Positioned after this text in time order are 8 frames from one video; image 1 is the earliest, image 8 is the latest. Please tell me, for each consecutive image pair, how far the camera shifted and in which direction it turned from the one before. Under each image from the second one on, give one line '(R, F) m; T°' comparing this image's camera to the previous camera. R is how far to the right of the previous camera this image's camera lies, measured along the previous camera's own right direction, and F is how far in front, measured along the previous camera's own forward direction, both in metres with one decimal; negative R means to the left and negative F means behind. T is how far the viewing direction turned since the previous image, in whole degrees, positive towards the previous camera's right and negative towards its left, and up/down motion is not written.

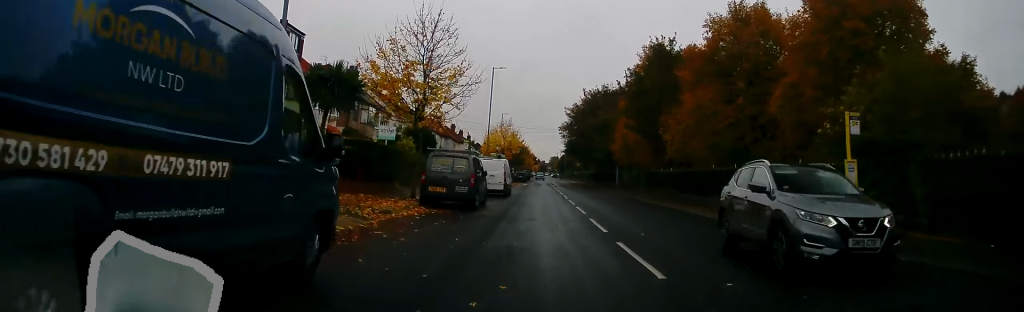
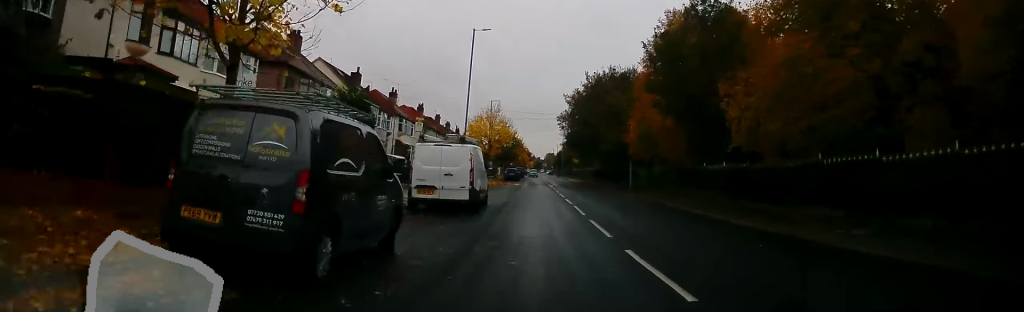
(+0.5, +13.4) m; +1°
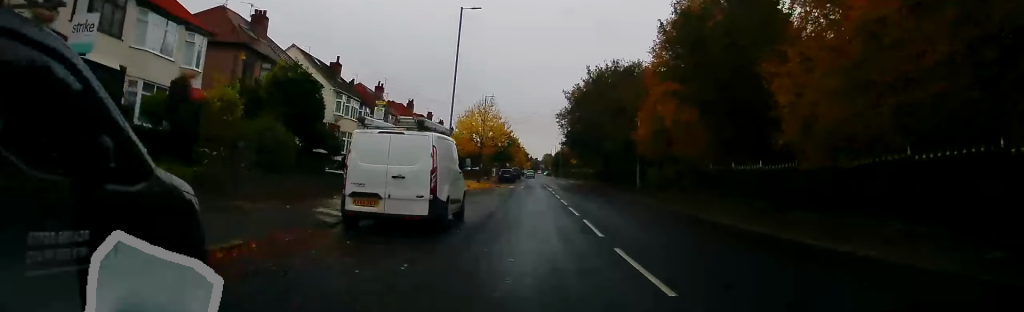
(-0.1, +5.5) m; -1°
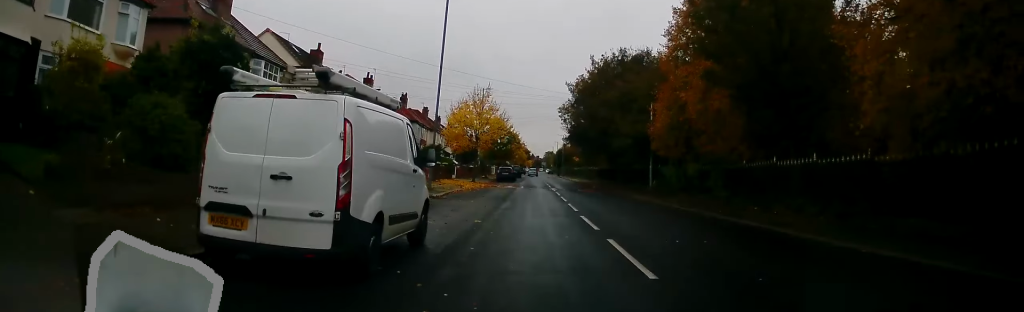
(-0.1, +5.2) m; 0°
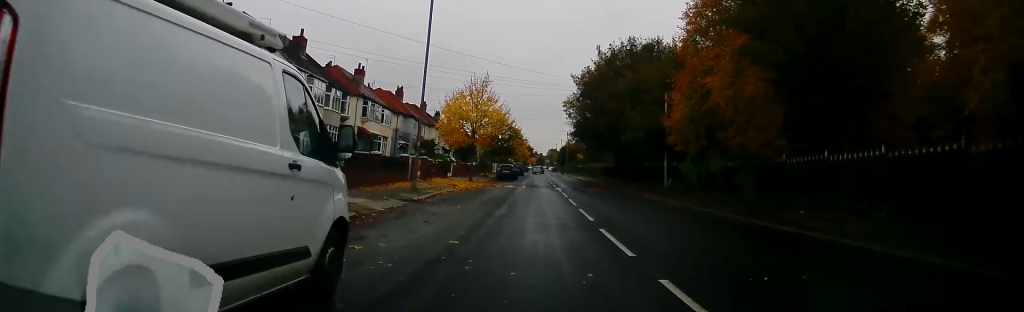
(+0.1, +4.4) m; +1°
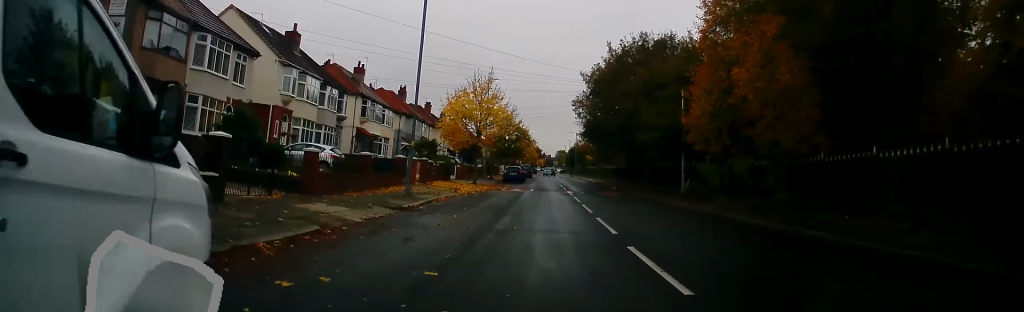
(0.0, +2.9) m; 0°
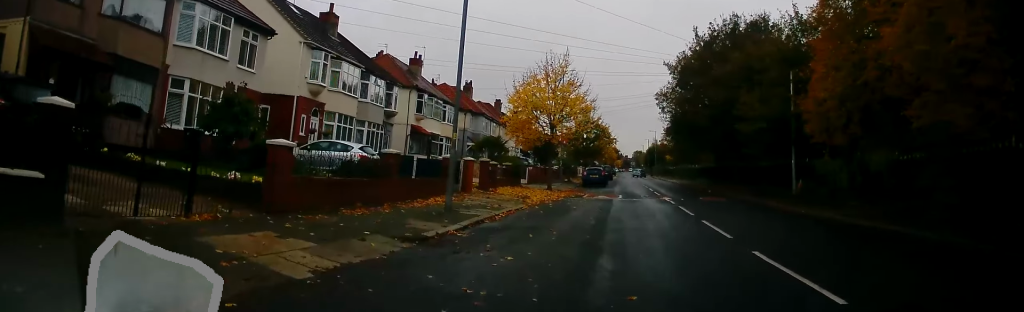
(-0.3, +7.3) m; -6°
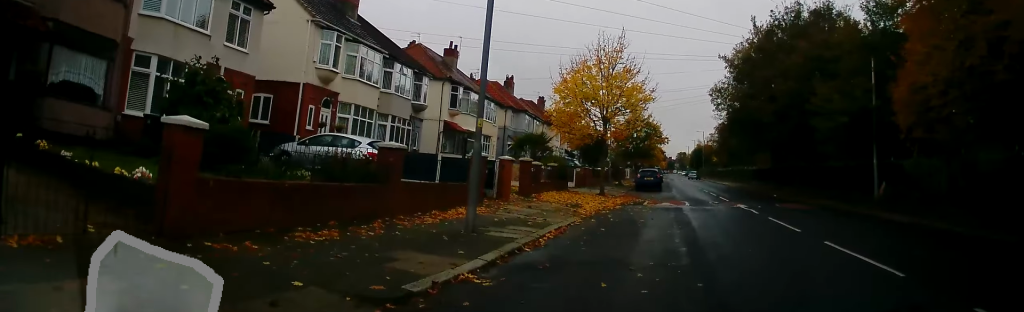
(-0.3, +4.9) m; -4°
